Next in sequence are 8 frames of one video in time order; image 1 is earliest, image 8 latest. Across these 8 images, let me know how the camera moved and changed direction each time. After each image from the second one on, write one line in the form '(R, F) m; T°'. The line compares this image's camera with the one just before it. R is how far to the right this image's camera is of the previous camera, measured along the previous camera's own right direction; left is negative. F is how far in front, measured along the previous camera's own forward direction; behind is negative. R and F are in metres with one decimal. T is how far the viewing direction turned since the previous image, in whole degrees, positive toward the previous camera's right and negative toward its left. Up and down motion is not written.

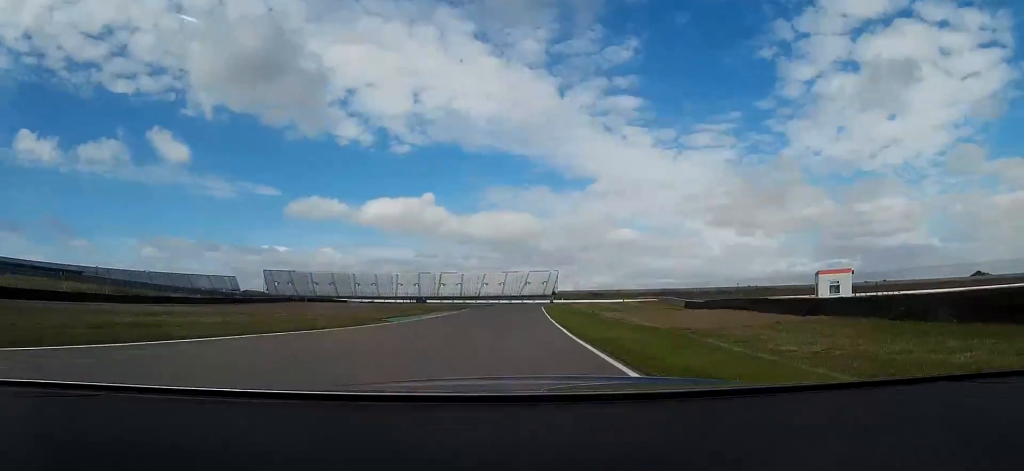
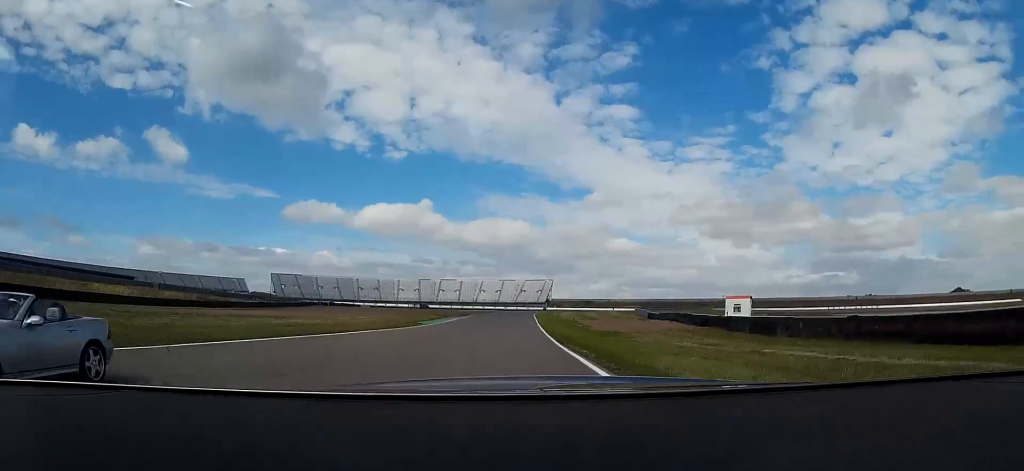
(-0.4, +23.4) m; -1°
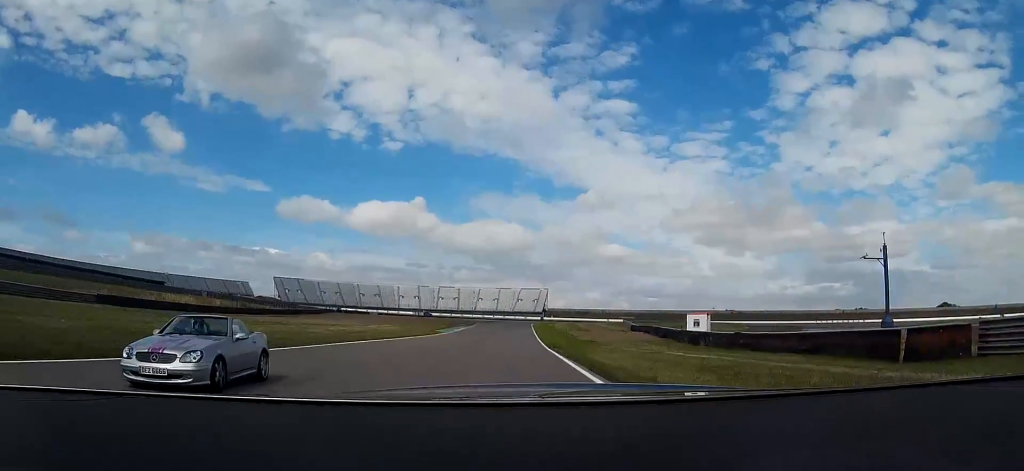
(-0.1, +16.5) m; 0°
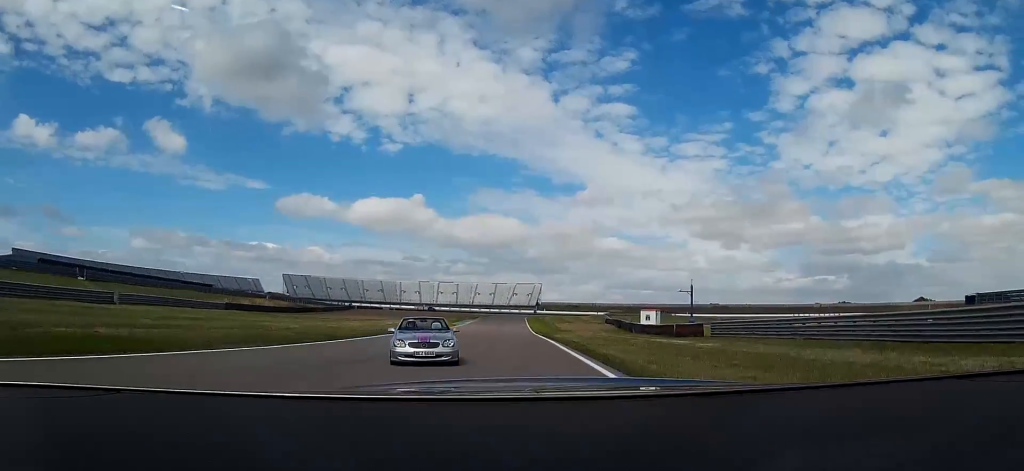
(0.0, +31.3) m; +1°
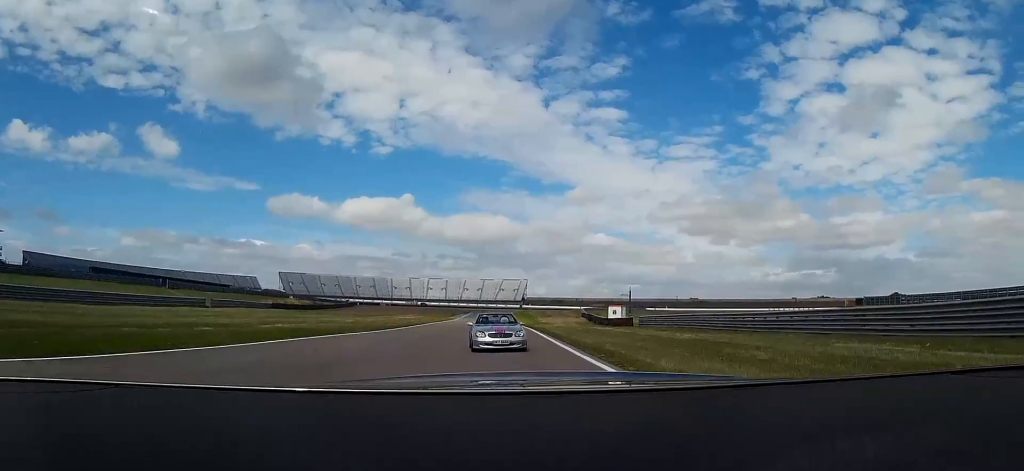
(+0.1, +23.9) m; +2°
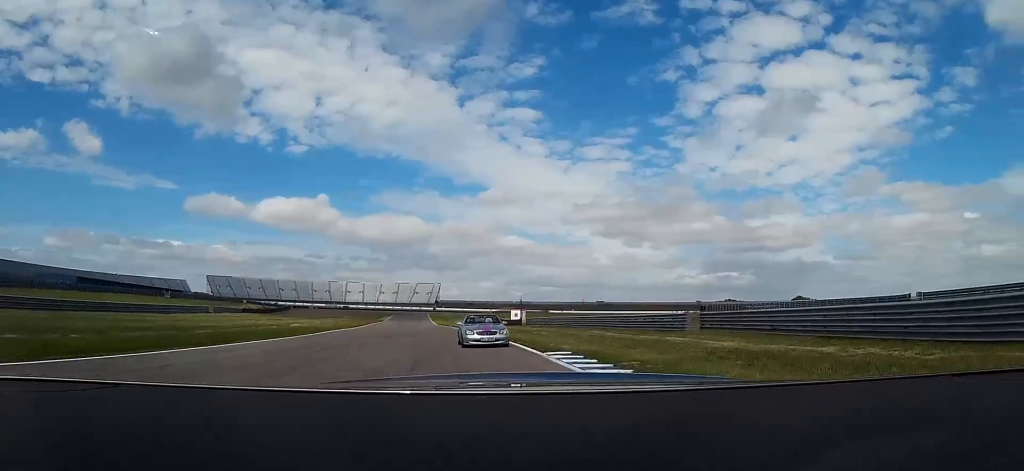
(+1.0, +28.7) m; +6°
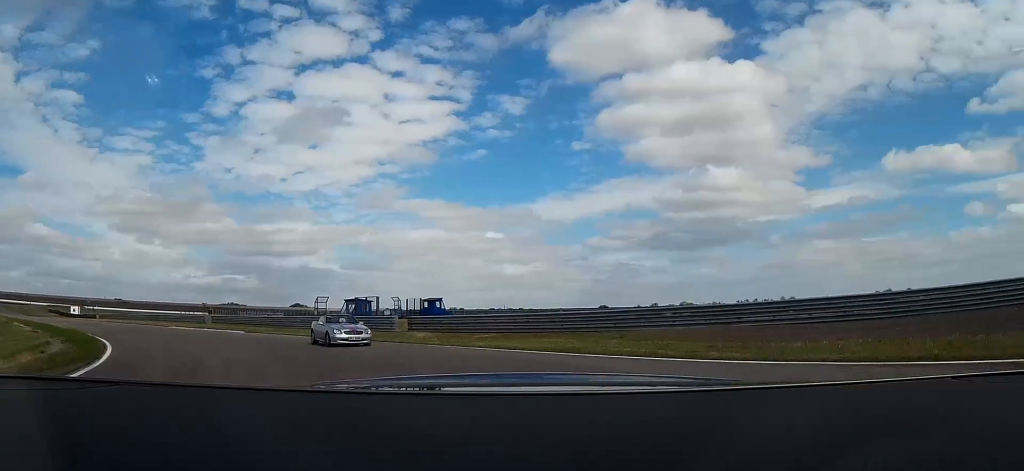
(+10.7, +45.3) m; +32°
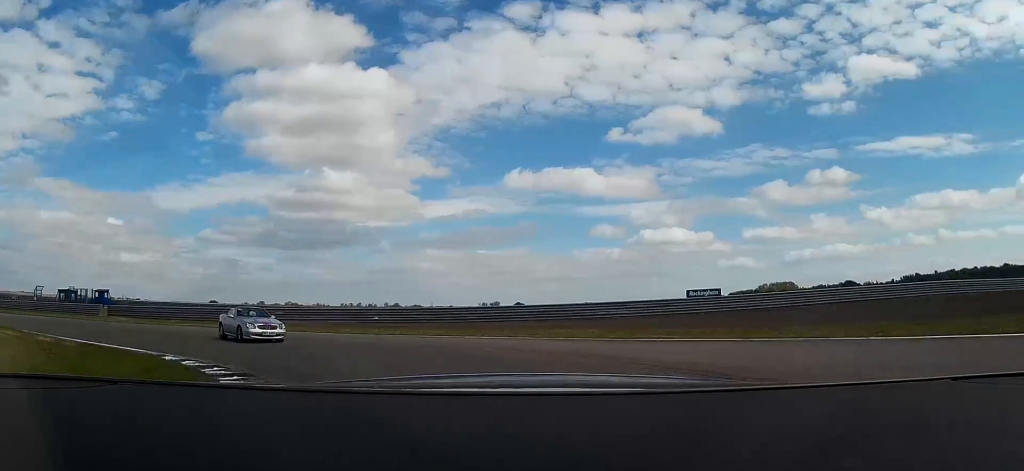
(+3.5, +18.2) m; +33°
